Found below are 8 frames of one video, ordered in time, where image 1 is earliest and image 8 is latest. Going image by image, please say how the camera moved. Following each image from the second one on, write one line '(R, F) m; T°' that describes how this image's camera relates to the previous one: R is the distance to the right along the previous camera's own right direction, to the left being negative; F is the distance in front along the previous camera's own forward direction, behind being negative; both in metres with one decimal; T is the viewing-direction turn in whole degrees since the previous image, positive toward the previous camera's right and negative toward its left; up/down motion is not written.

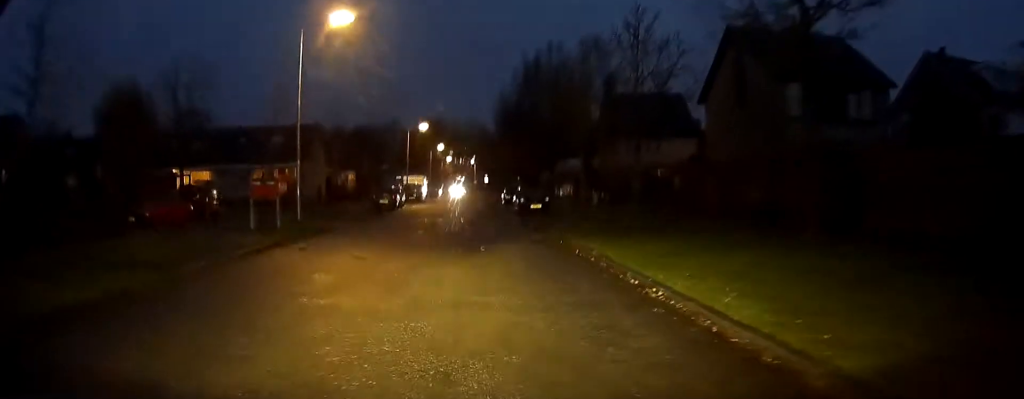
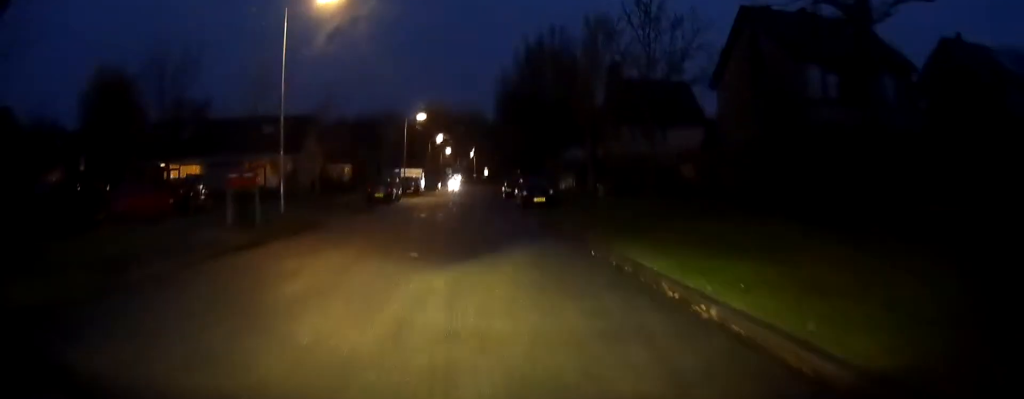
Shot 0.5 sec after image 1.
(+0.1, +2.0) m; -2°
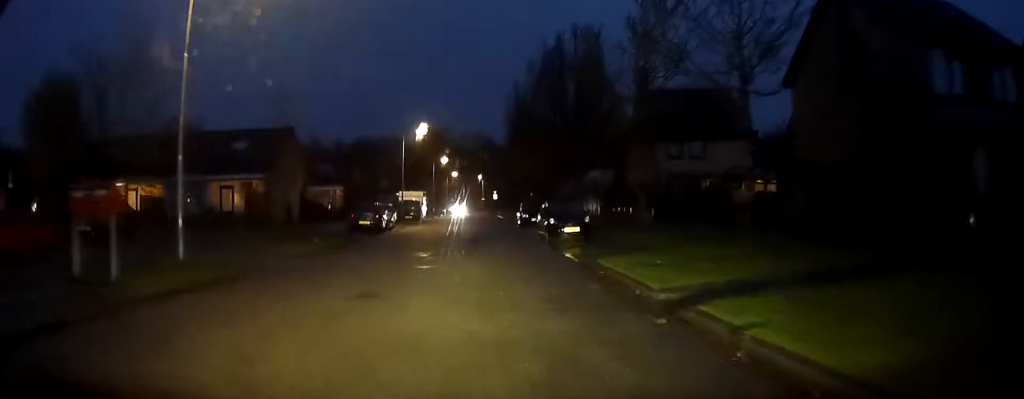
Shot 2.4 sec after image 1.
(-0.4, +8.6) m; -2°
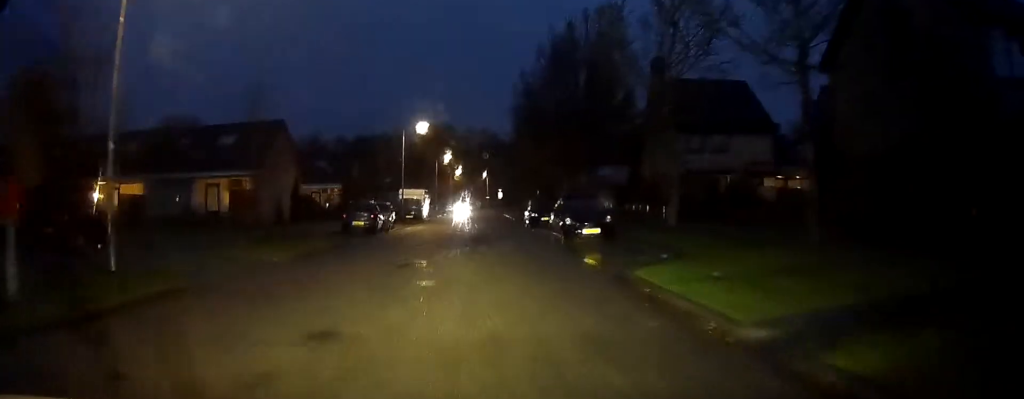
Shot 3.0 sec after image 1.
(0.0, +3.1) m; -2°
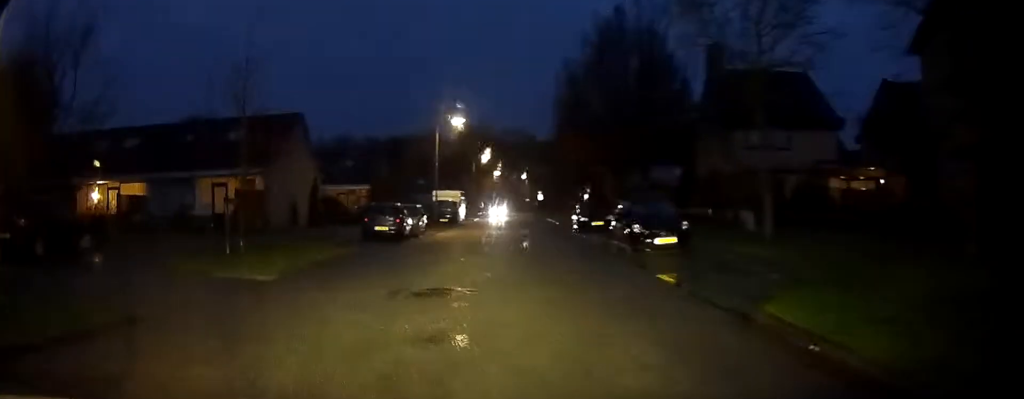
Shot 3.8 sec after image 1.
(-0.1, +4.3) m; -6°
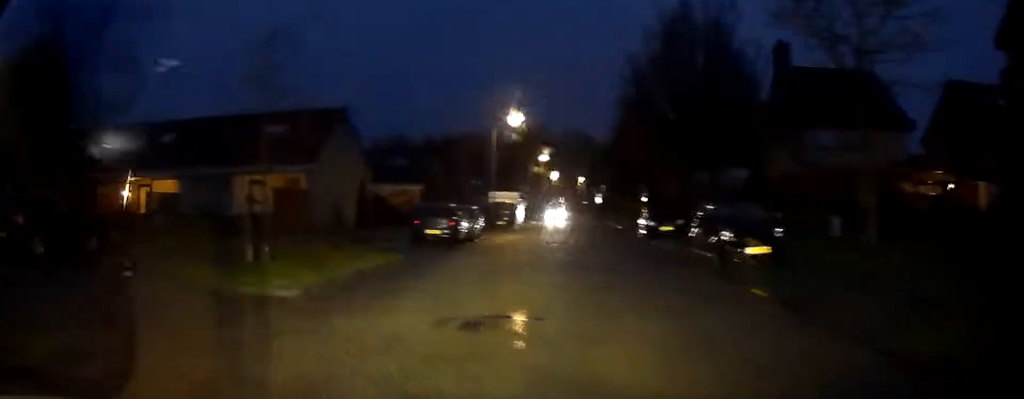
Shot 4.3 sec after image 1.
(-0.1, +2.6) m; -6°
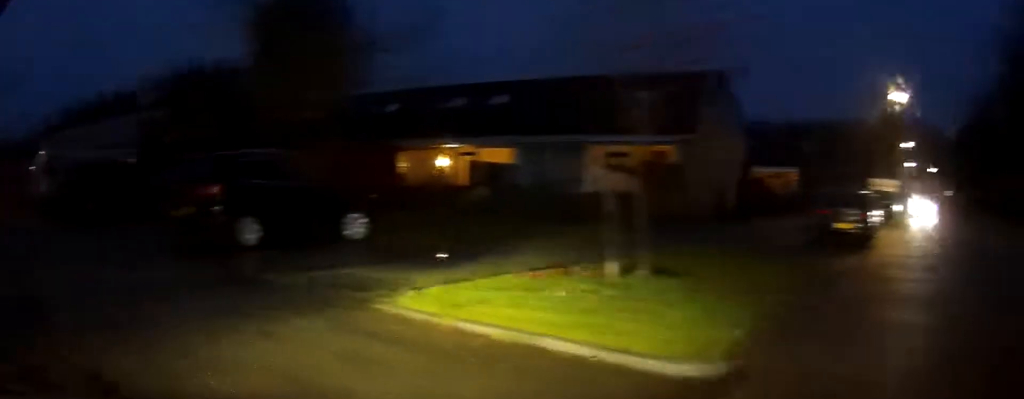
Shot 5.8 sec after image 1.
(-1.6, +6.3) m; -34°
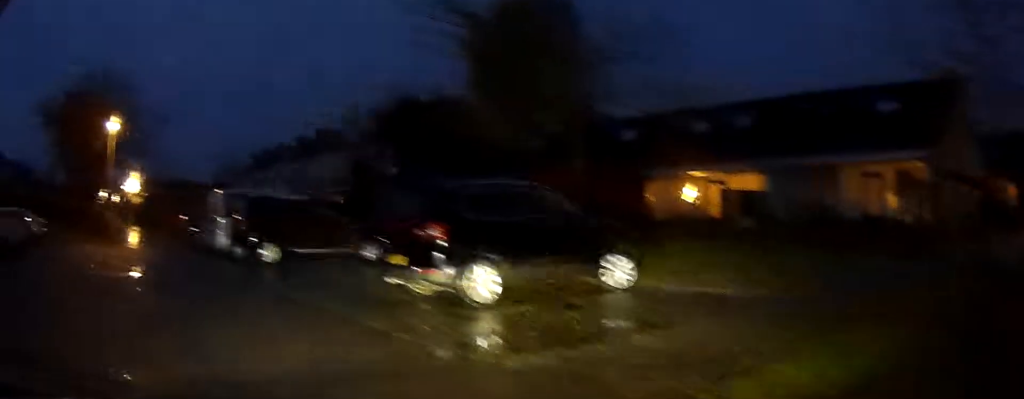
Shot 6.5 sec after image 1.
(-0.7, +2.6) m; -17°
